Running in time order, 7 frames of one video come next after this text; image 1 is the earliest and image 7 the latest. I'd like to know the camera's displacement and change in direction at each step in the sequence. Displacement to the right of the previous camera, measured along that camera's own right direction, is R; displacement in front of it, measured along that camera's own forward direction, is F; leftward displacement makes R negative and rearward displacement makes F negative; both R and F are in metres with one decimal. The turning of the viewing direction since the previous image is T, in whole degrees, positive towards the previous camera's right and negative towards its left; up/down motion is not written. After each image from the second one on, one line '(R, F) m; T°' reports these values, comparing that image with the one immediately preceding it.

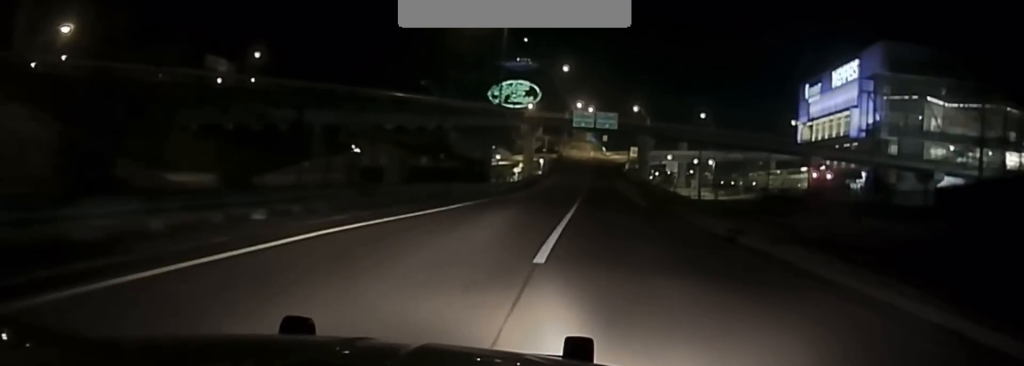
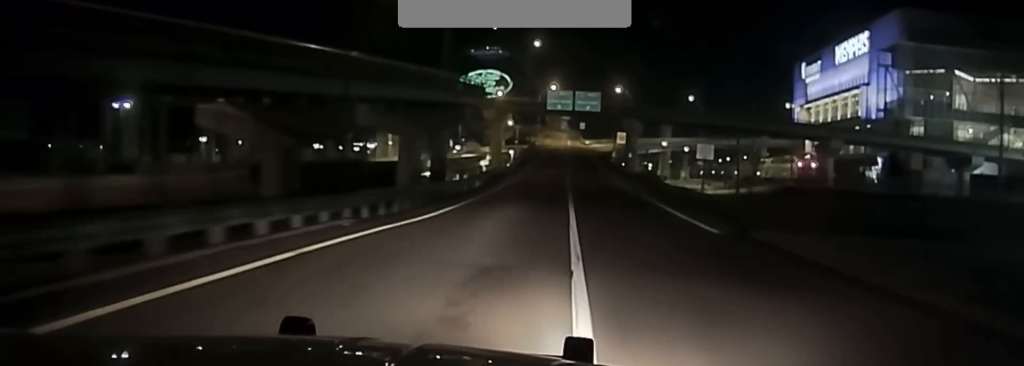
(+3.0, +25.7) m; +8°
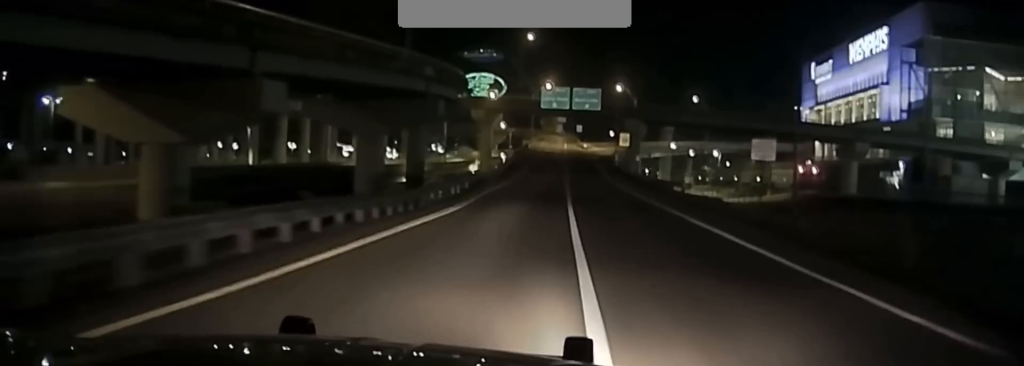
(-0.2, +15.1) m; -1°
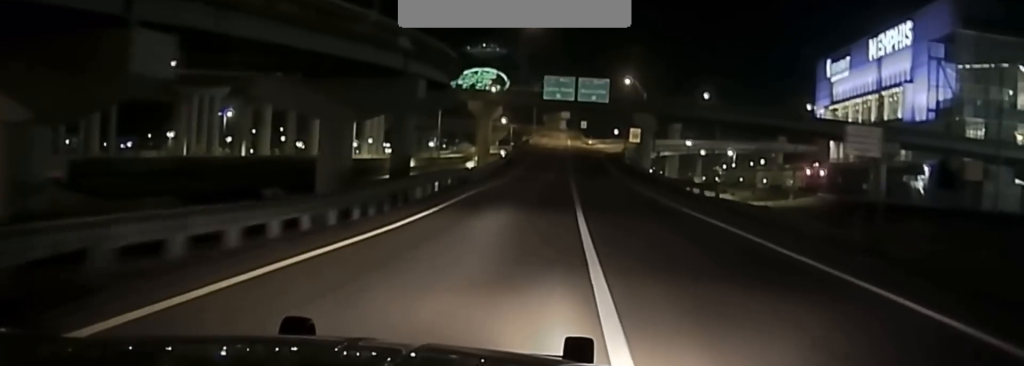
(-0.1, +10.7) m; -3°
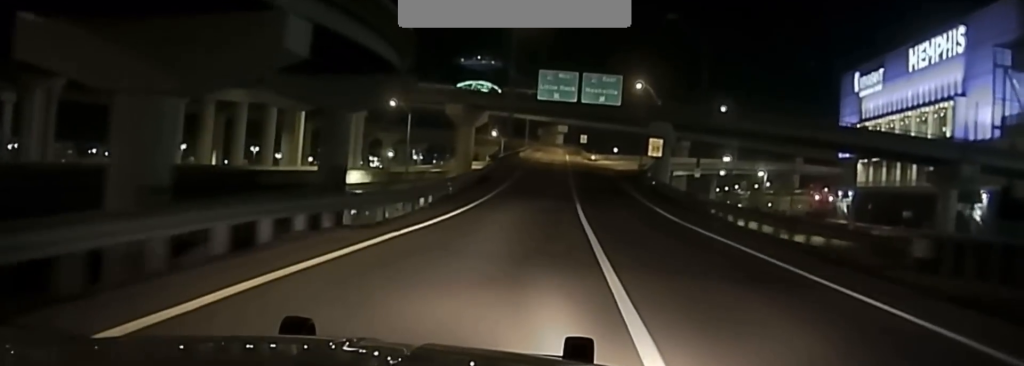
(-1.9, +23.3) m; -7°
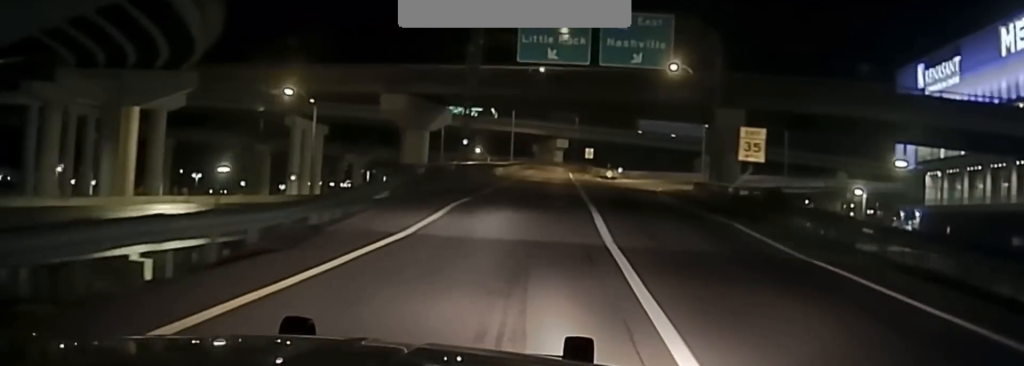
(-0.1, +37.0) m; +1°
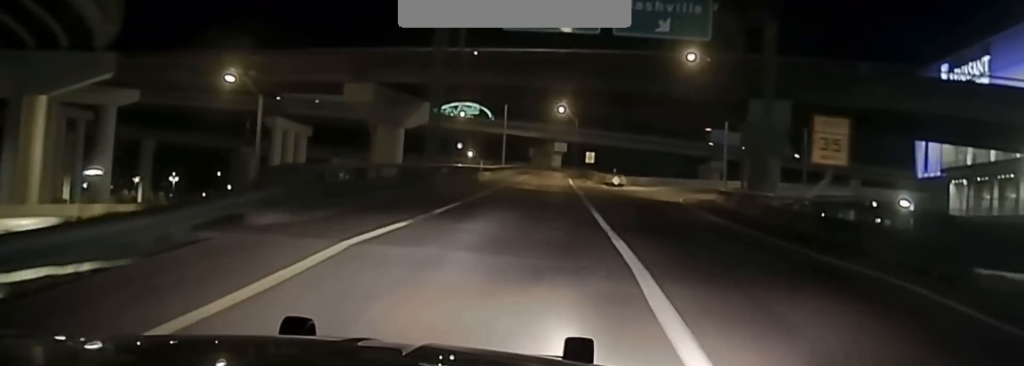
(+0.2, +10.6) m; +1°
